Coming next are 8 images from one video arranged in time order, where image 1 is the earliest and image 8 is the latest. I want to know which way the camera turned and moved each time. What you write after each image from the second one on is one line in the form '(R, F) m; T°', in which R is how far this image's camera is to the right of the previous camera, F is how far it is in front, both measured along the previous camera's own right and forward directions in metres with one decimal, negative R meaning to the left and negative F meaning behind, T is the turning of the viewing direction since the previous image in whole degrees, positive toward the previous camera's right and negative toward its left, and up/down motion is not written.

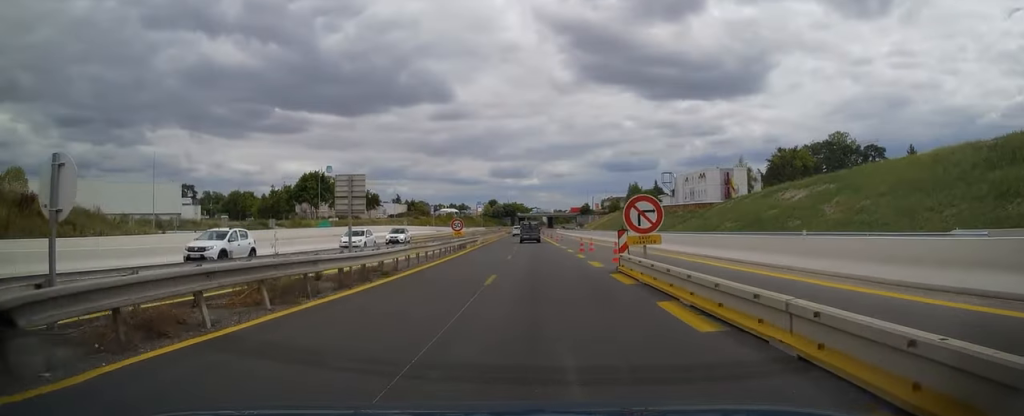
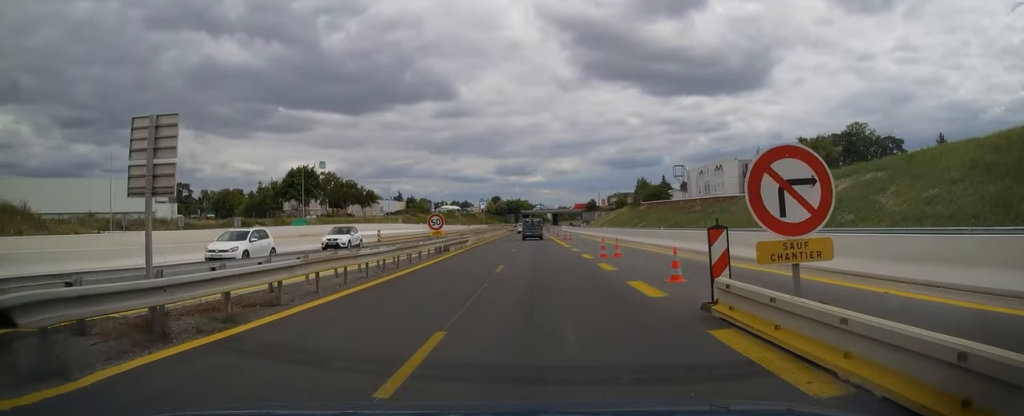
(-0.1, +9.6) m; -1°
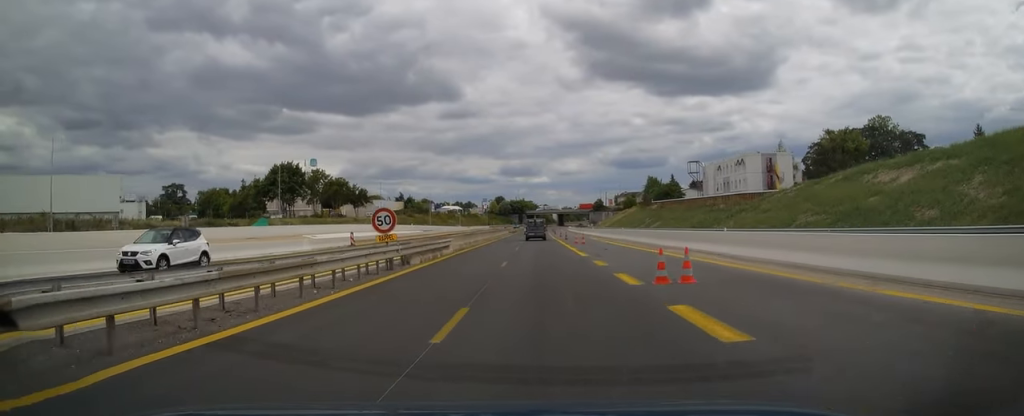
(-0.1, +11.0) m; -1°
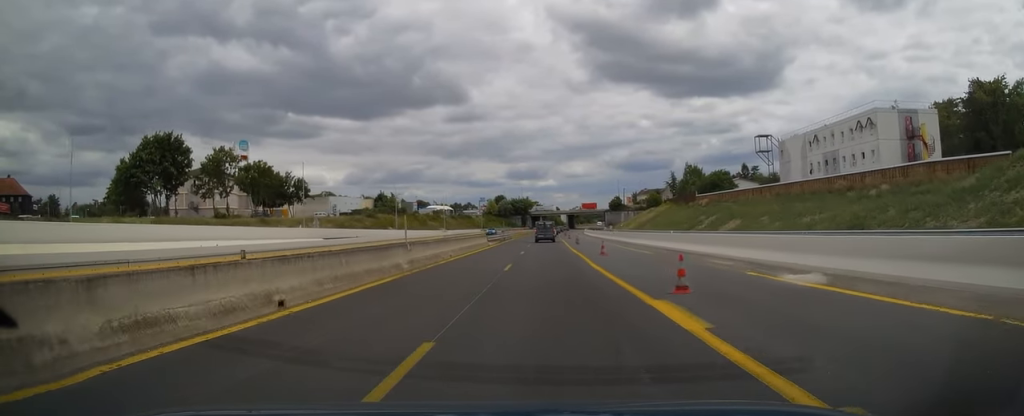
(-1.2, +45.2) m; -2°
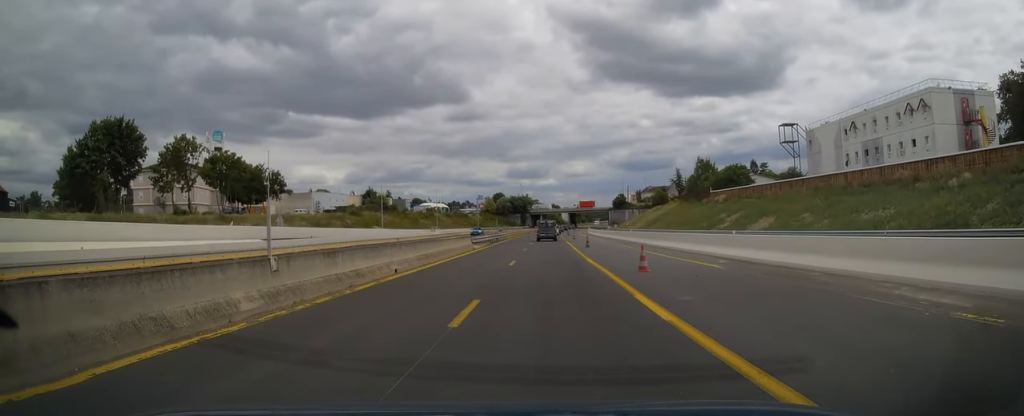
(-0.1, +11.1) m; 0°
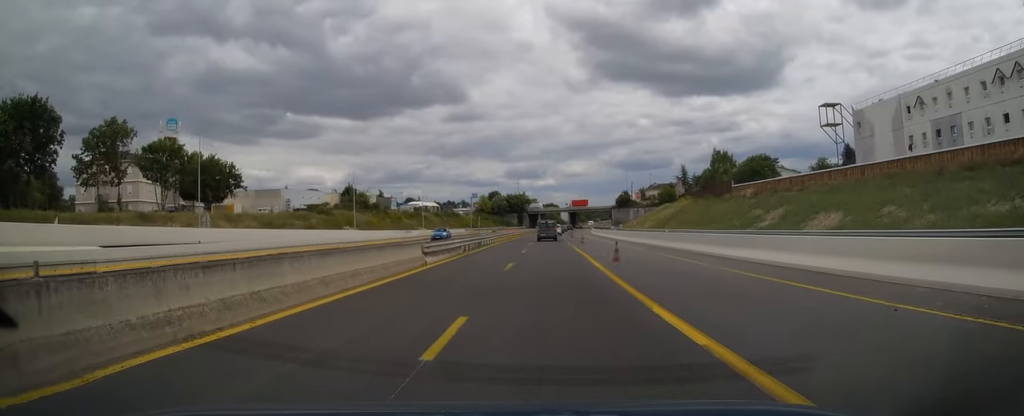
(+0.3, +15.4) m; 0°
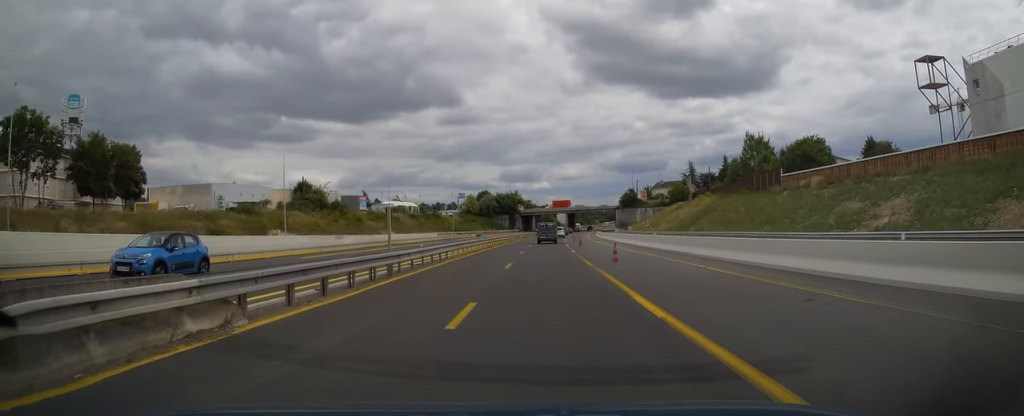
(-0.2, +24.7) m; 0°
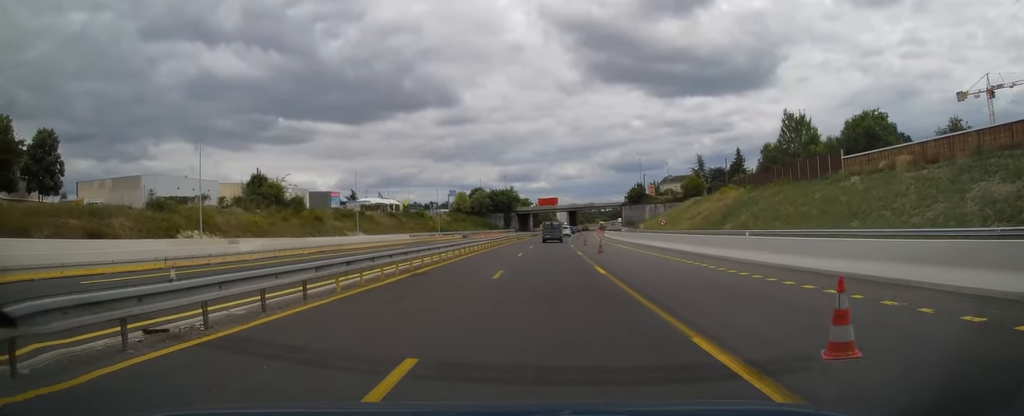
(+0.3, +18.3) m; +1°
